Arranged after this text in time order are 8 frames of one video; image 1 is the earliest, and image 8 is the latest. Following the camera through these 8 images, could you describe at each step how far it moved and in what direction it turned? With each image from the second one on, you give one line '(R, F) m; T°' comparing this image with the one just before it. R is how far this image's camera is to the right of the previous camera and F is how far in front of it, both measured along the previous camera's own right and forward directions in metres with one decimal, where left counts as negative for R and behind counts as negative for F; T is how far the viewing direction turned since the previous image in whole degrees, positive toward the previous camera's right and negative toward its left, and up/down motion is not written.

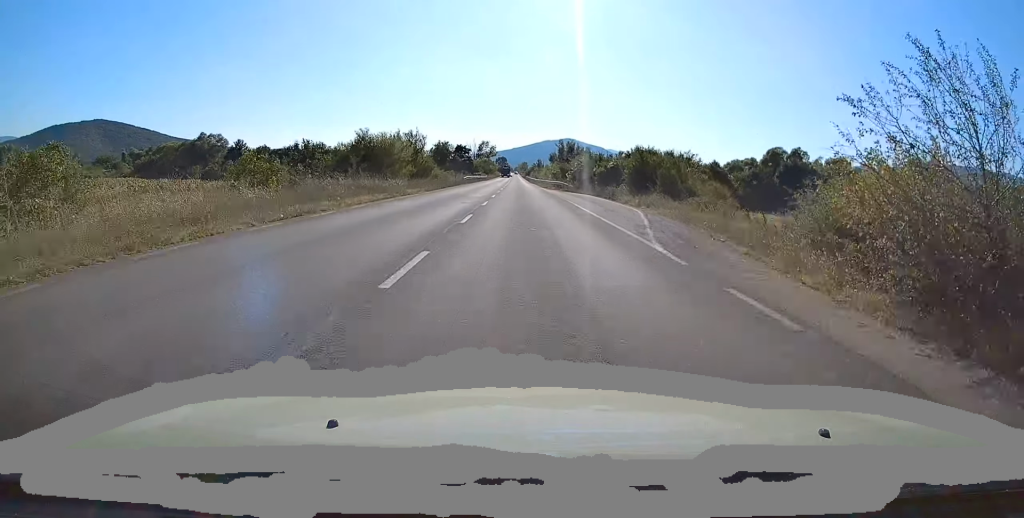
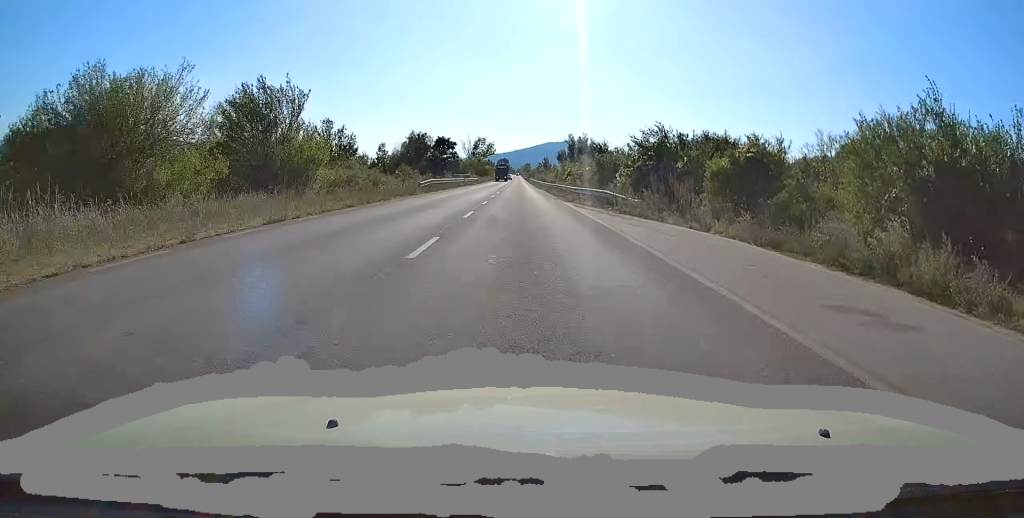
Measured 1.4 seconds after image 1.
(+0.3, +33.2) m; -1°
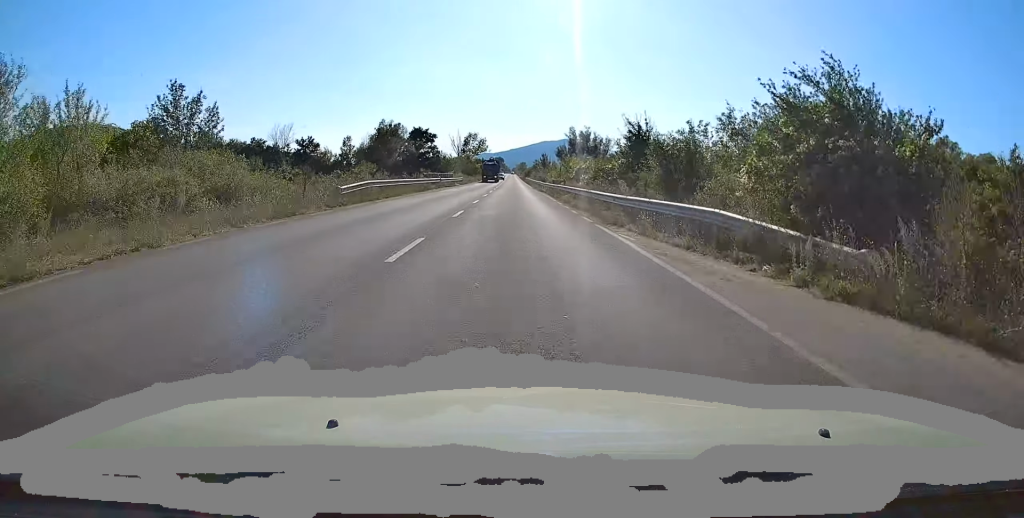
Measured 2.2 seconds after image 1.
(-0.2, +18.2) m; -1°
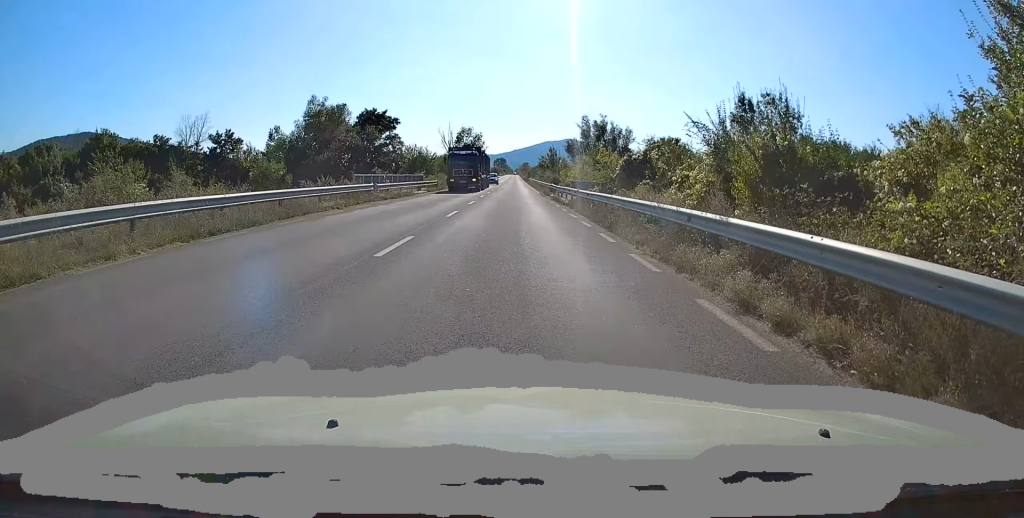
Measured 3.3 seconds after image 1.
(0.0, +26.1) m; 0°
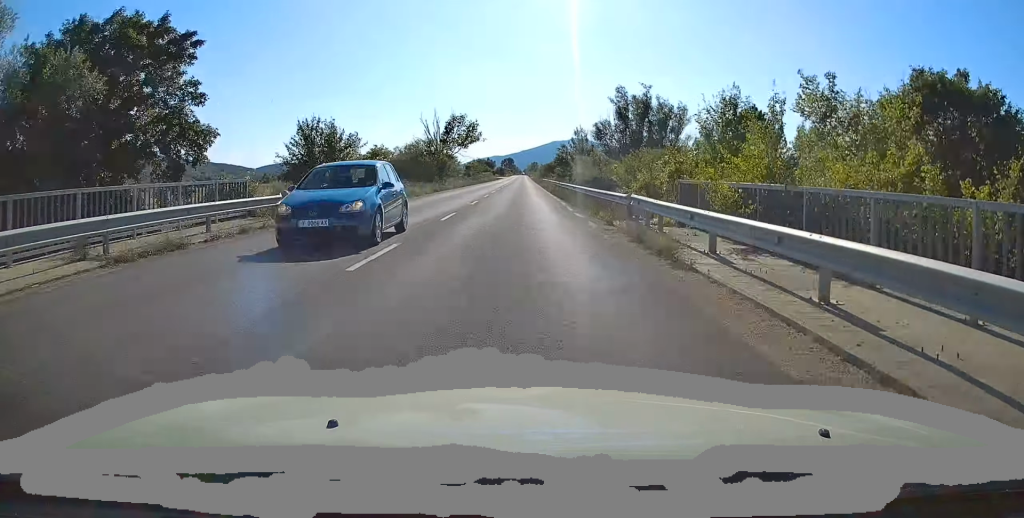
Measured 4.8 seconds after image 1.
(+0.1, +37.3) m; 0°
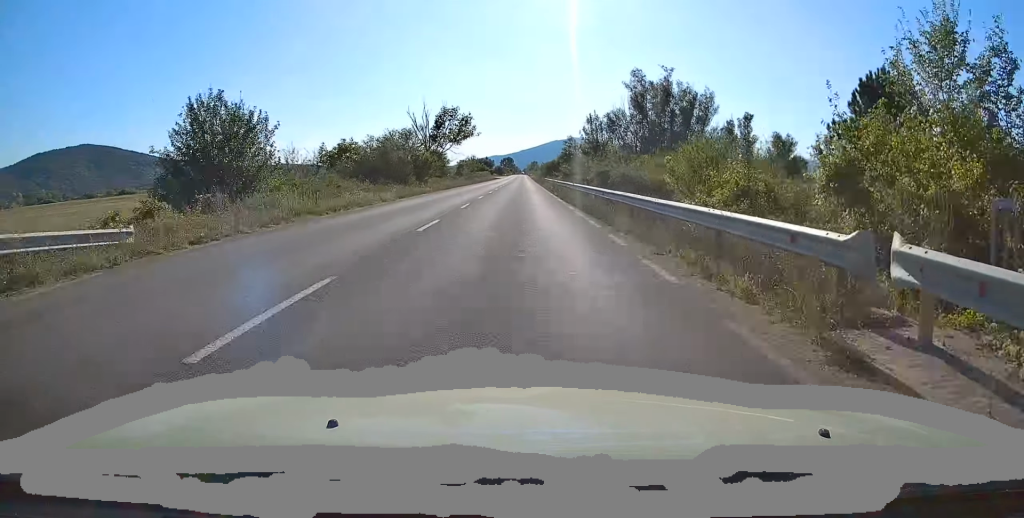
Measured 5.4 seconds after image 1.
(0.0, +12.7) m; 0°
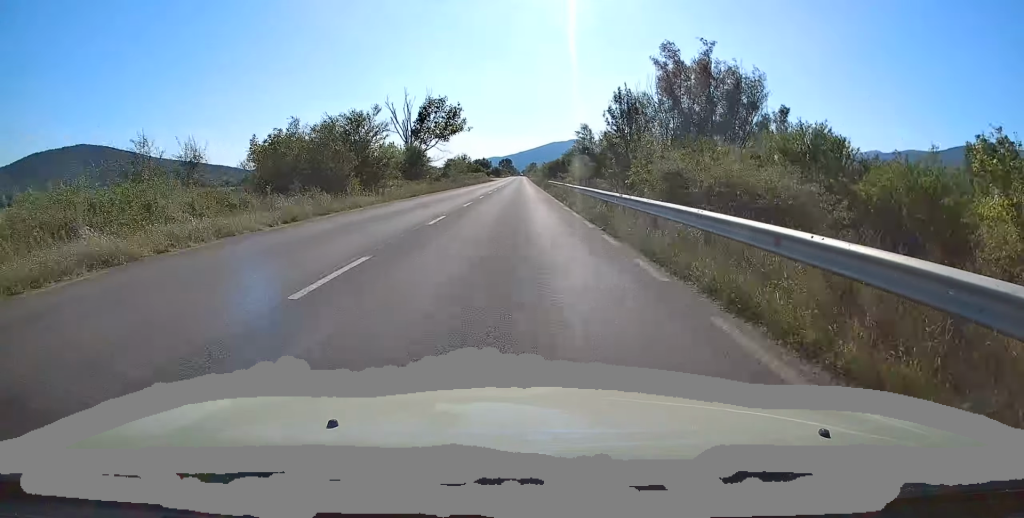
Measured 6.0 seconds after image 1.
(0.0, +15.9) m; 0°
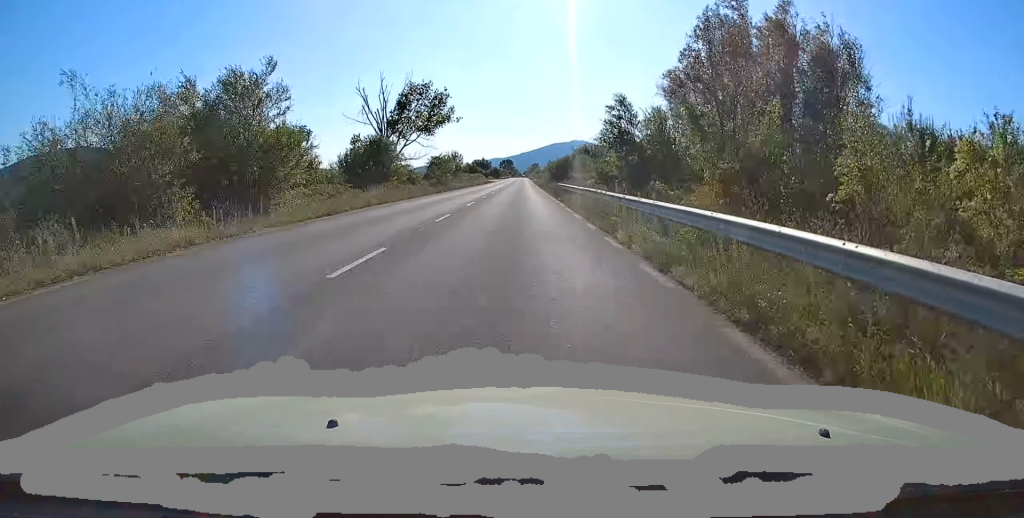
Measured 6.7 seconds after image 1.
(0.0, +16.7) m; 0°
